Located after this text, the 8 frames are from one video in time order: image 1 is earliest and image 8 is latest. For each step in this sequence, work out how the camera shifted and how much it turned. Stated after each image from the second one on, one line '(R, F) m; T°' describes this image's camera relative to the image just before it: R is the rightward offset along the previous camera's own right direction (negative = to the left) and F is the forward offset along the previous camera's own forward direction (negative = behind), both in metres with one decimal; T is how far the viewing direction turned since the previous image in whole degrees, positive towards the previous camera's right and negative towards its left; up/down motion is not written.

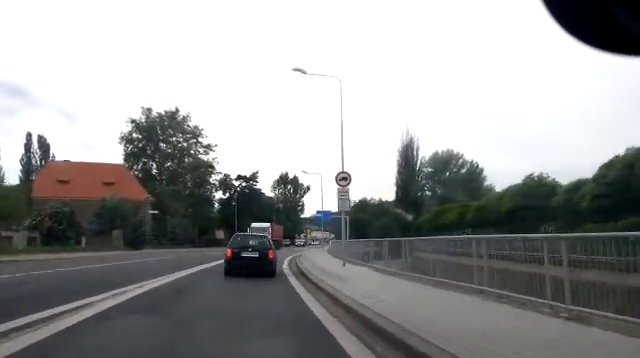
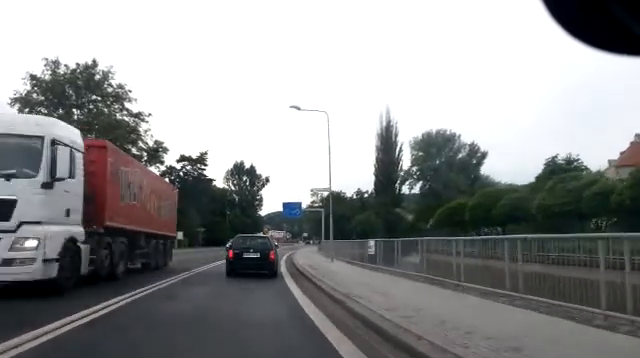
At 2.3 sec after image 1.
(+2.2, +25.7) m; +9°
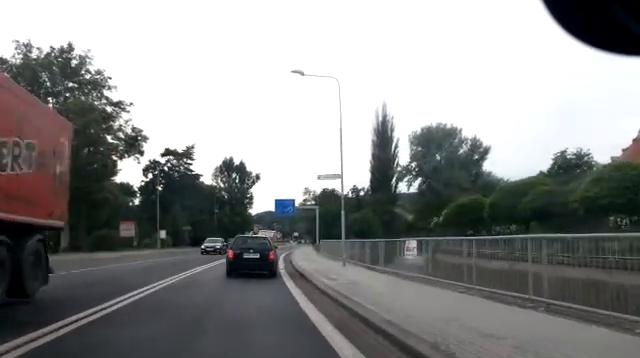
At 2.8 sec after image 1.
(0.0, +5.7) m; 0°
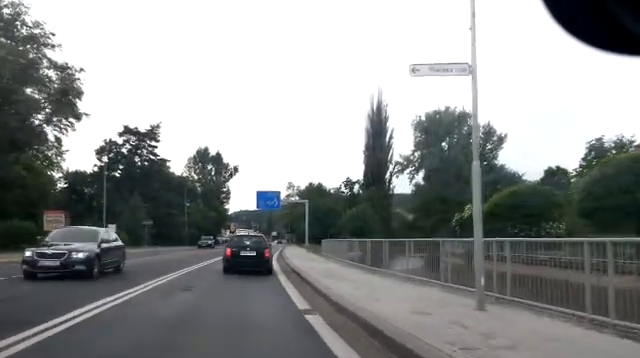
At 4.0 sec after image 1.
(+0.1, +13.9) m; +4°
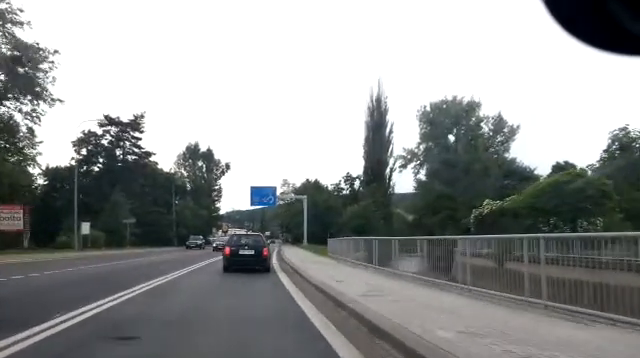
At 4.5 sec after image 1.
(+0.4, +6.0) m; 0°
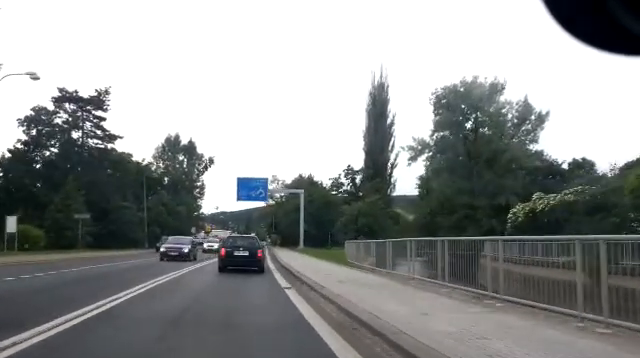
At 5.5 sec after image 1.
(0.0, +11.5) m; +1°
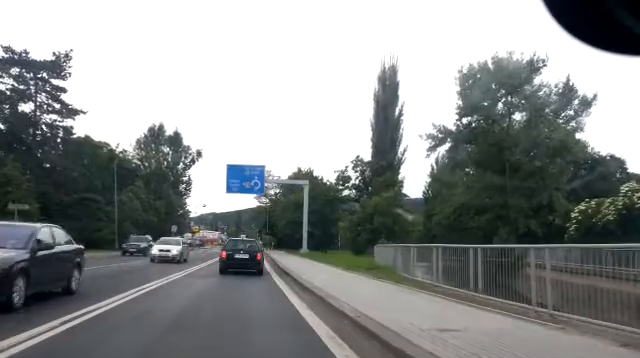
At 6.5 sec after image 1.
(+0.2, +11.1) m; +2°
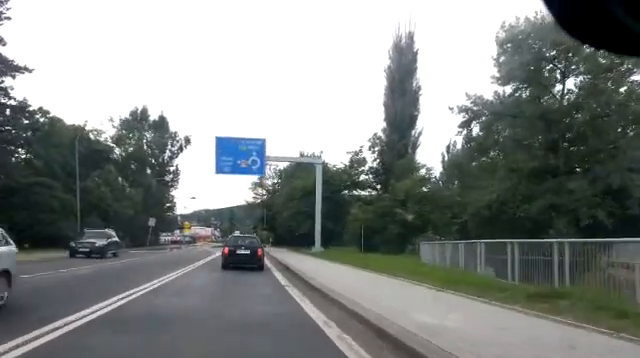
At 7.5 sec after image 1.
(+0.3, +11.3) m; +3°
